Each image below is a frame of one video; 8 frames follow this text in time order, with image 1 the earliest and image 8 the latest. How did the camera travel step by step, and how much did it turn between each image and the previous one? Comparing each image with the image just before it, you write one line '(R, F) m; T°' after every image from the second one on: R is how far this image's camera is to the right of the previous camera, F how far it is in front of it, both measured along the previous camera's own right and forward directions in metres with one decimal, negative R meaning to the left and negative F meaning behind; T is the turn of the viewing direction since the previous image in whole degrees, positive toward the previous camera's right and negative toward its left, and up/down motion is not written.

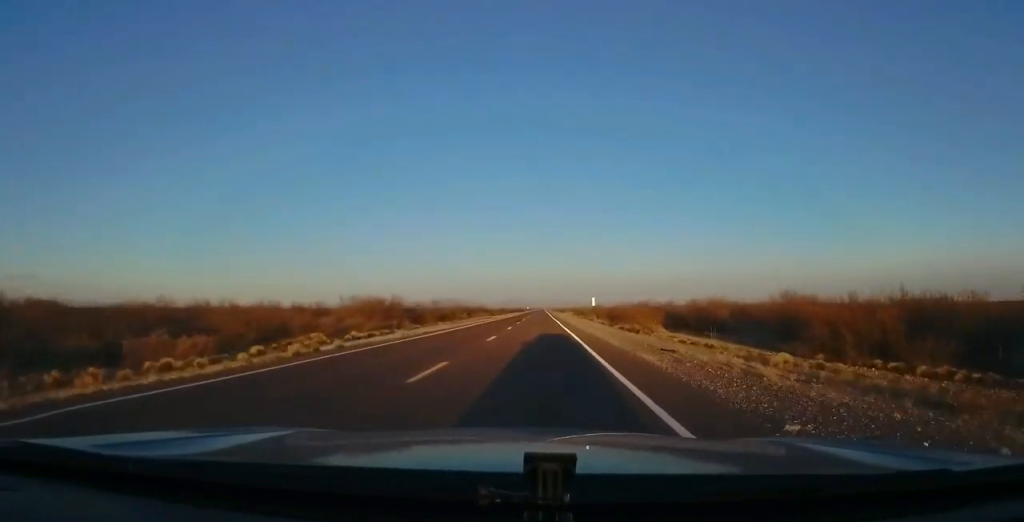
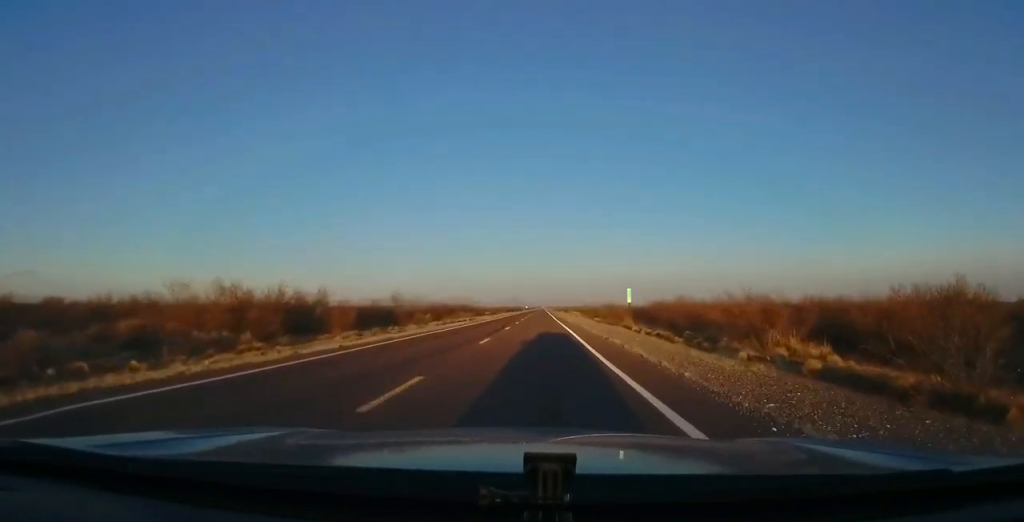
(-0.2, +27.2) m; 0°
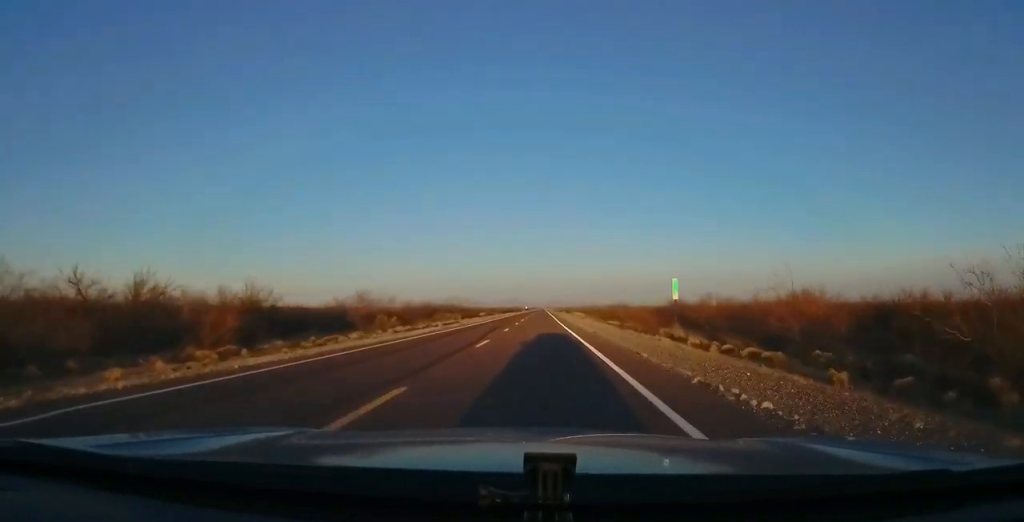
(+0.1, +14.0) m; 0°
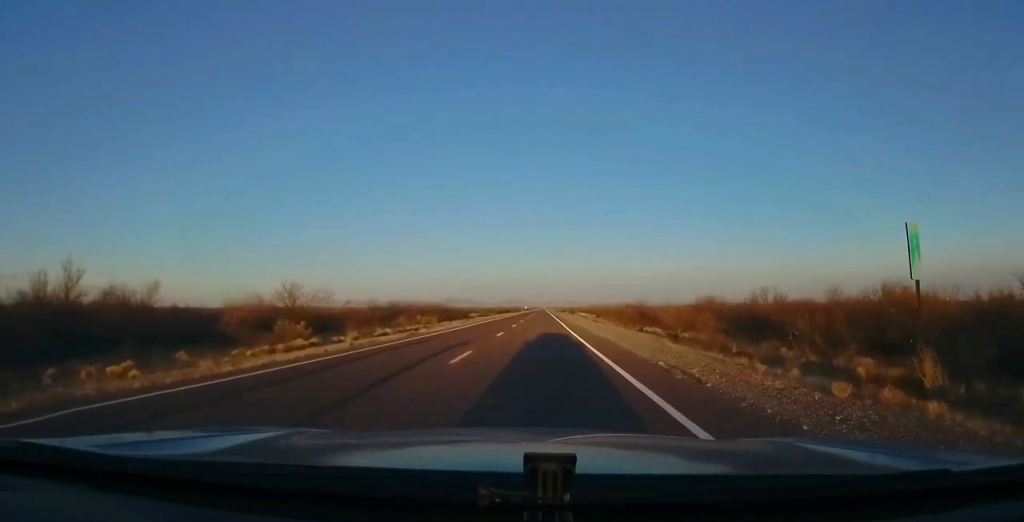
(+0.1, +17.9) m; 0°
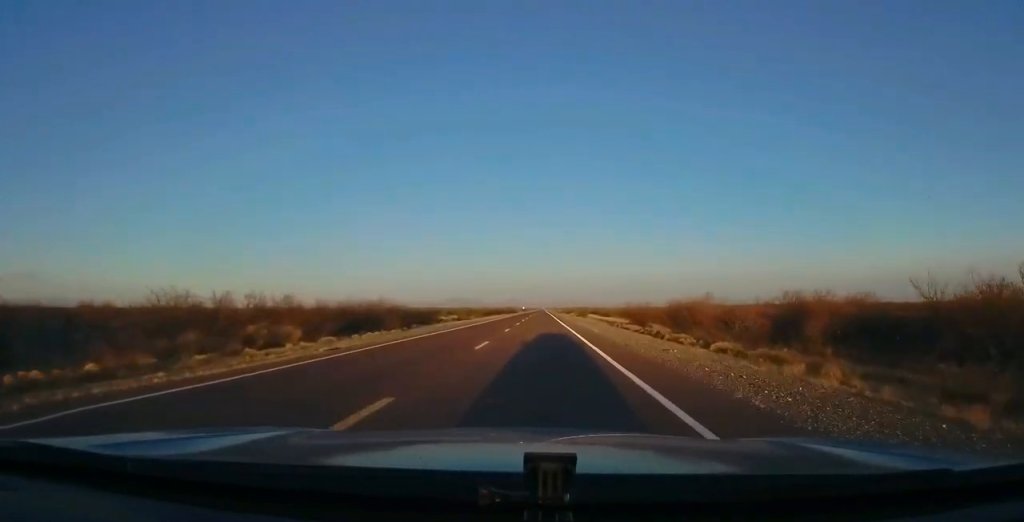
(-0.2, +33.6) m; 0°
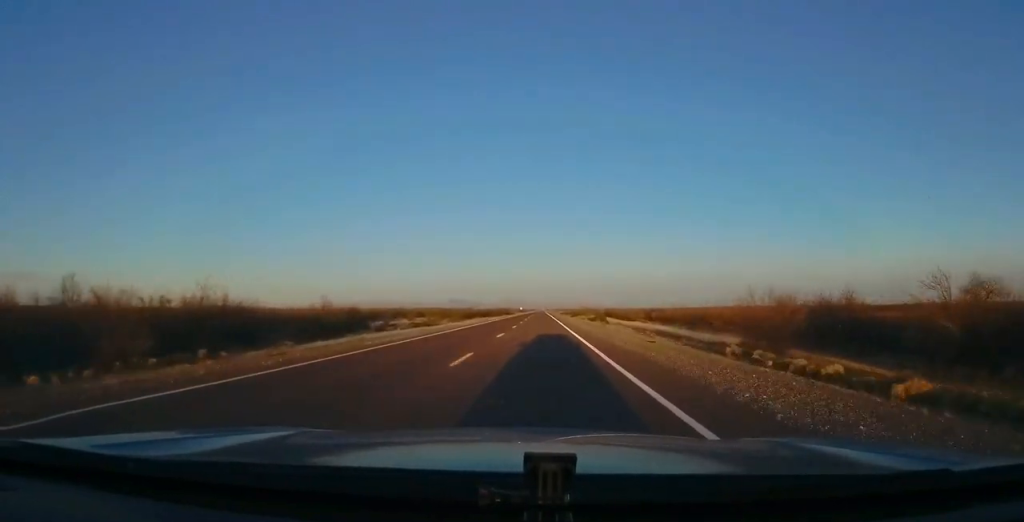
(0.0, +29.5) m; 0°
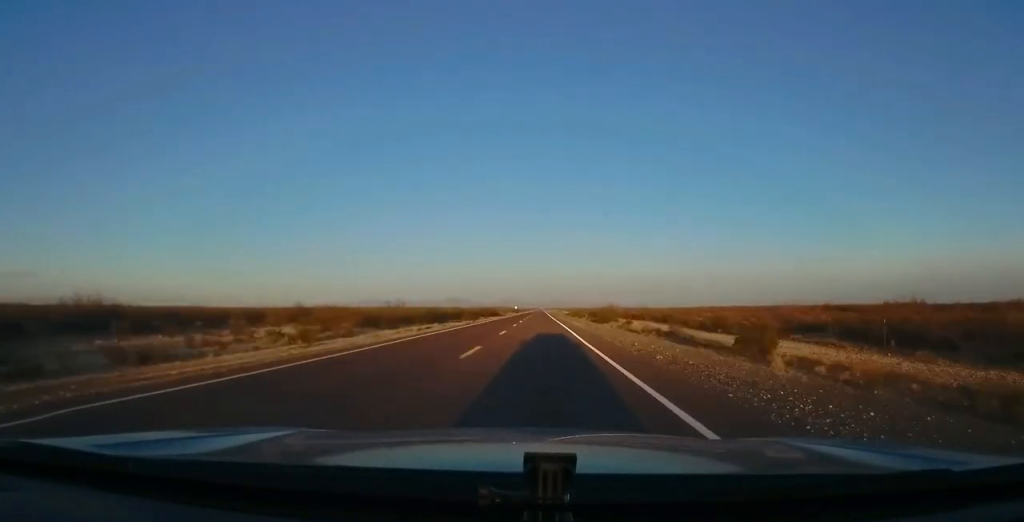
(+0.2, +47.8) m; -1°
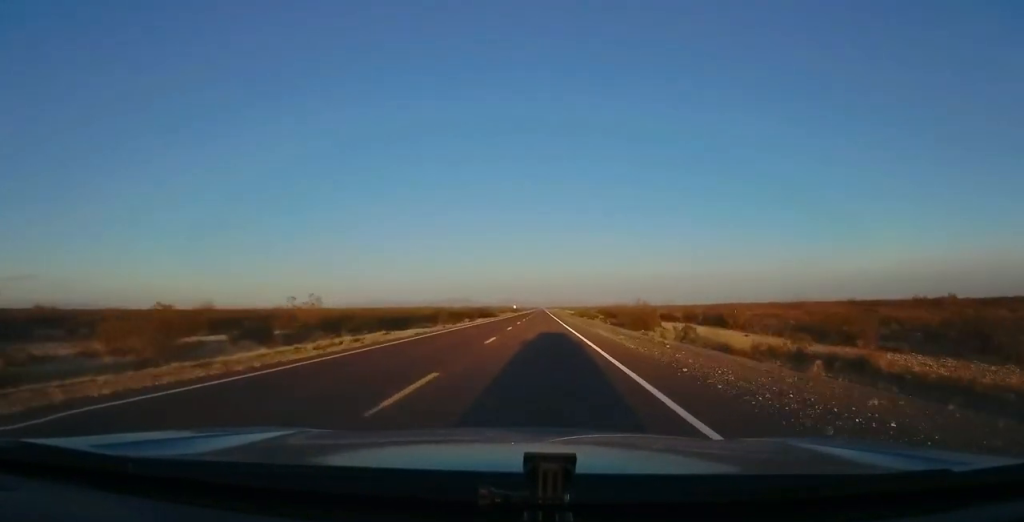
(-0.4, +19.4) m; 0°
